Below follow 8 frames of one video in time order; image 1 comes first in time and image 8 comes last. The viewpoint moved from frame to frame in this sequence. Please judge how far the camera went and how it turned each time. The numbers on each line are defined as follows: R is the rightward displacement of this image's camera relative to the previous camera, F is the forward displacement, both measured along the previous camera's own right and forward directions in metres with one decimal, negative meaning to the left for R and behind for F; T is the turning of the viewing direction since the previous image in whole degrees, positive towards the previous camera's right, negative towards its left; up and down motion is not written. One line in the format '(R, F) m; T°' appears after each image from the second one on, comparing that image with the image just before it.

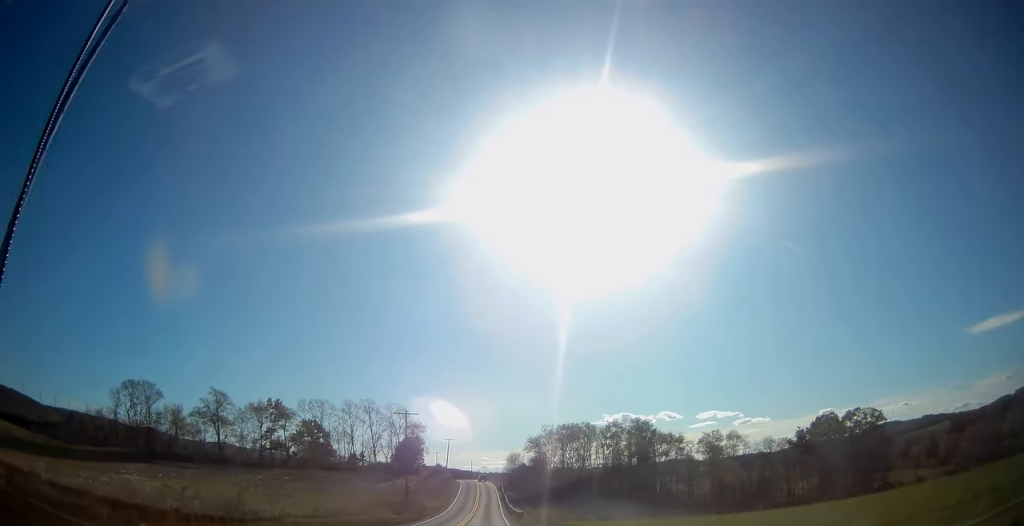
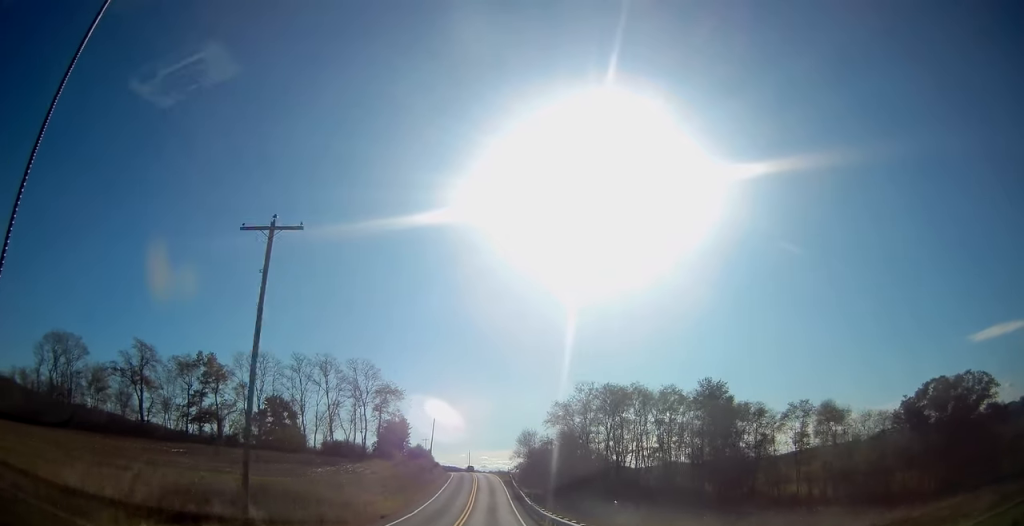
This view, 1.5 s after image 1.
(0.0, +39.3) m; 0°
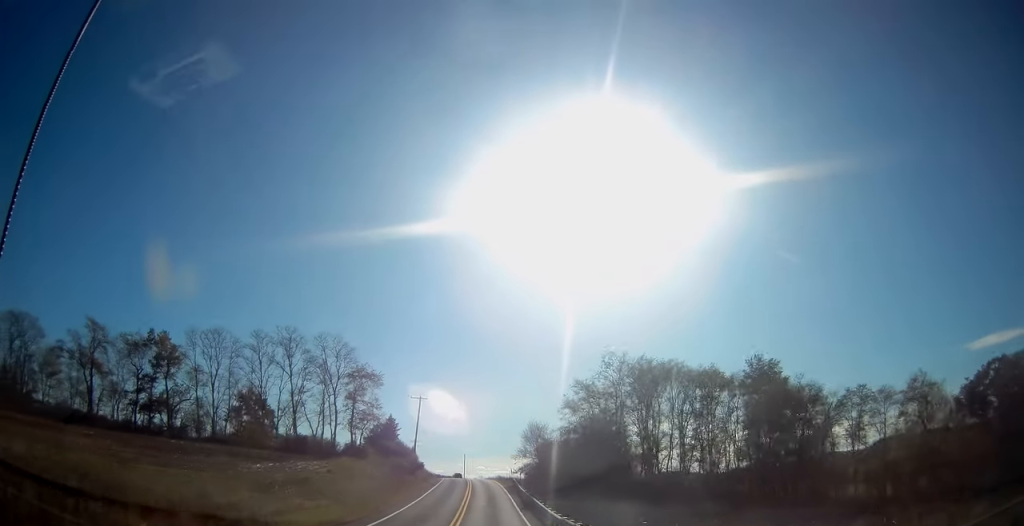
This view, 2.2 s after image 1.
(-0.1, +17.8) m; 0°
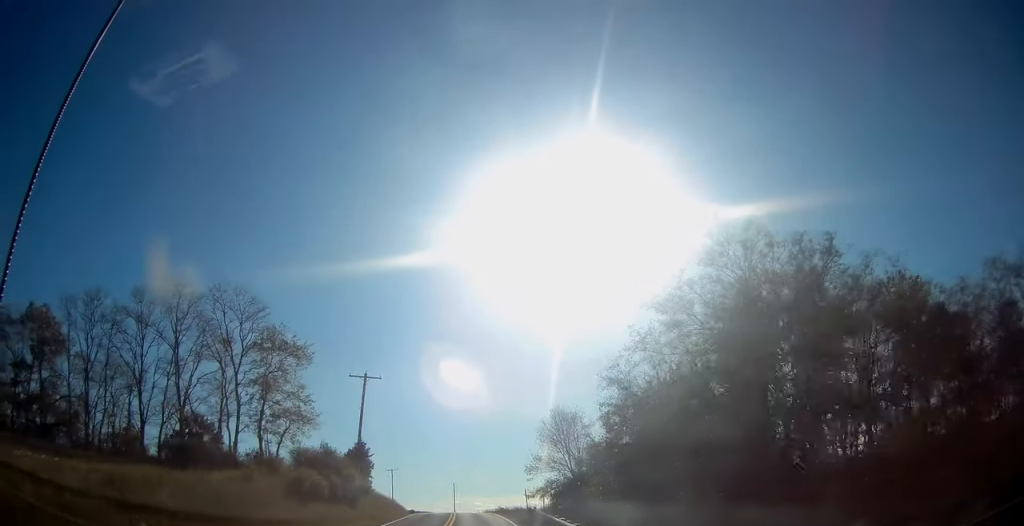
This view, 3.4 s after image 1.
(+0.2, +30.2) m; 0°
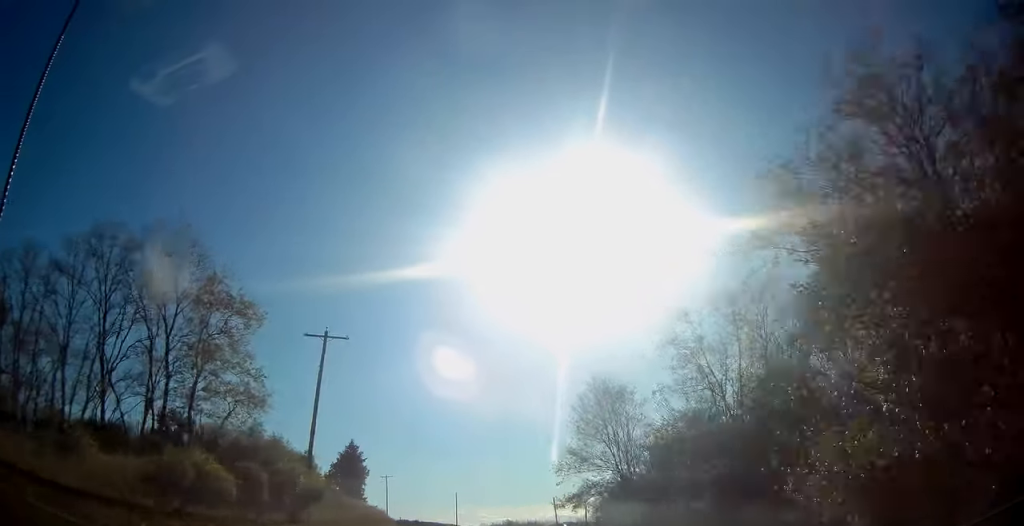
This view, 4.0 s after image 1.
(0.0, +13.1) m; 0°
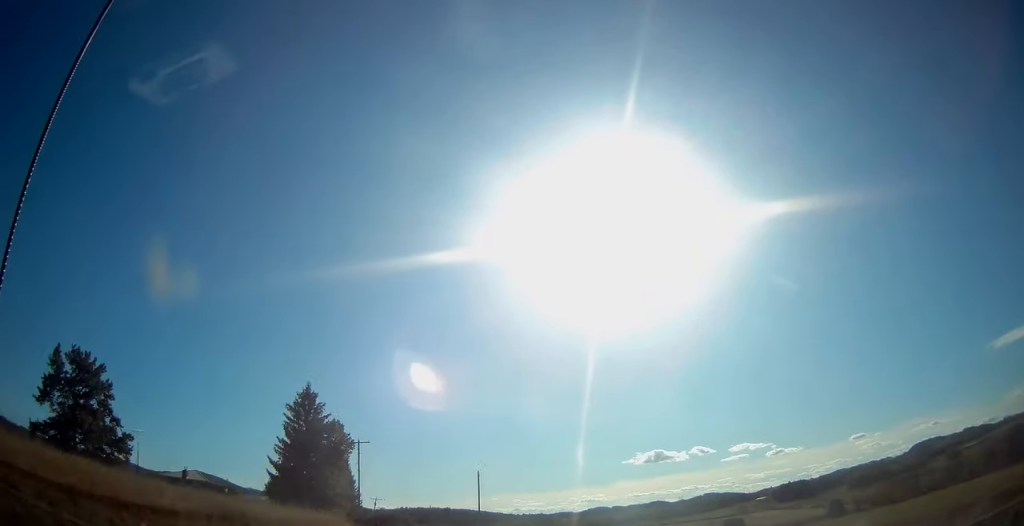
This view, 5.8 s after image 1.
(-0.4, +44.3) m; -2°
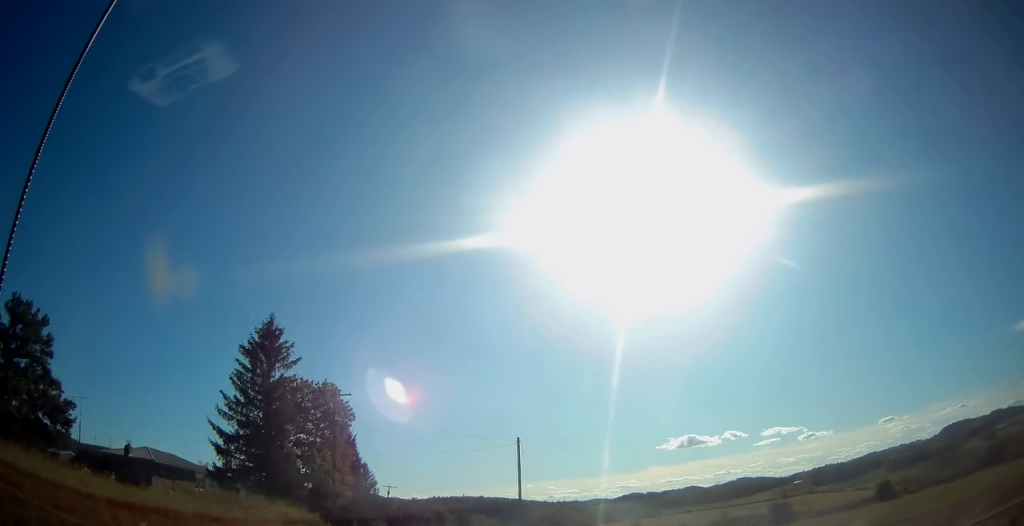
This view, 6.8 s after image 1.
(-0.2, +21.9) m; -2°
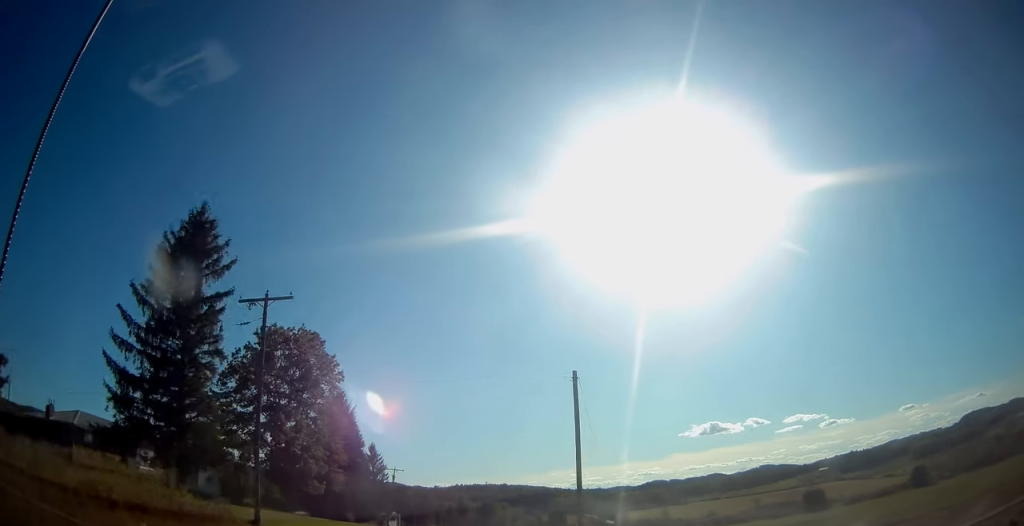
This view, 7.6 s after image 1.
(-0.2, +17.1) m; -2°
